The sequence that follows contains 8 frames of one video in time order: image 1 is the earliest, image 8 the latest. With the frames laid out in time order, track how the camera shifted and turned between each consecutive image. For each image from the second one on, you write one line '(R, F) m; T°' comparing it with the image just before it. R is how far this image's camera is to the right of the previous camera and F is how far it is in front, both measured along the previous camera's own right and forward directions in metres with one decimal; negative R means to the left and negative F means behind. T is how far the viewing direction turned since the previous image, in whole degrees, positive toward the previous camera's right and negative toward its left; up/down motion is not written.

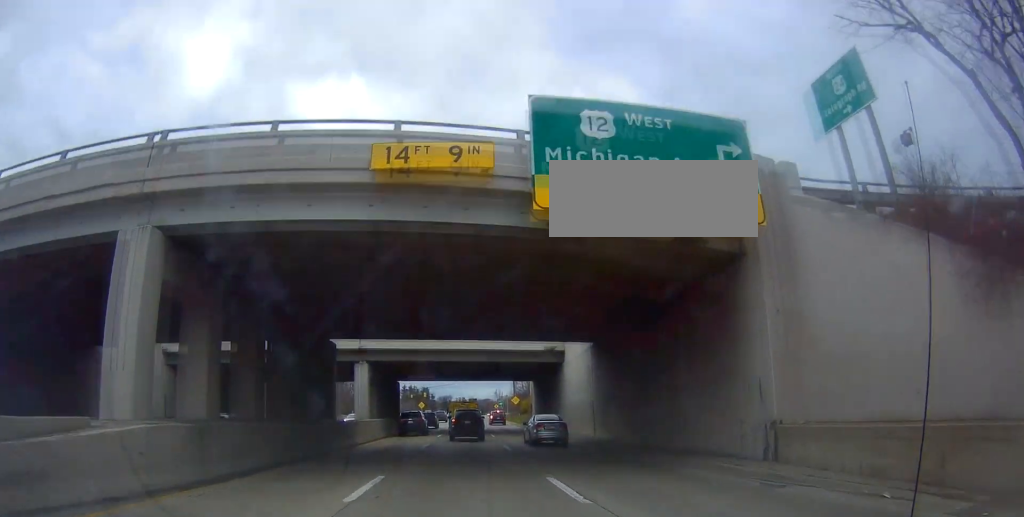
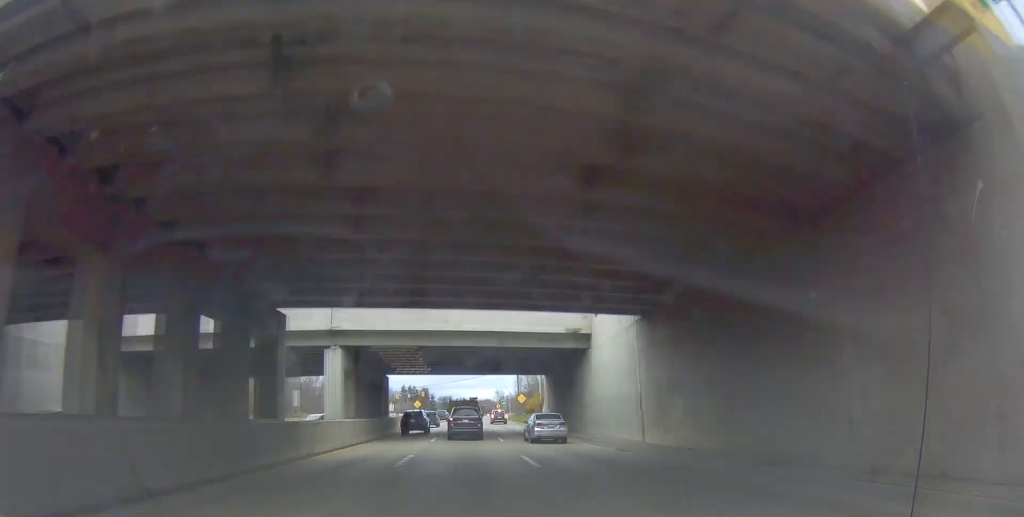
(+0.3, +9.5) m; 0°
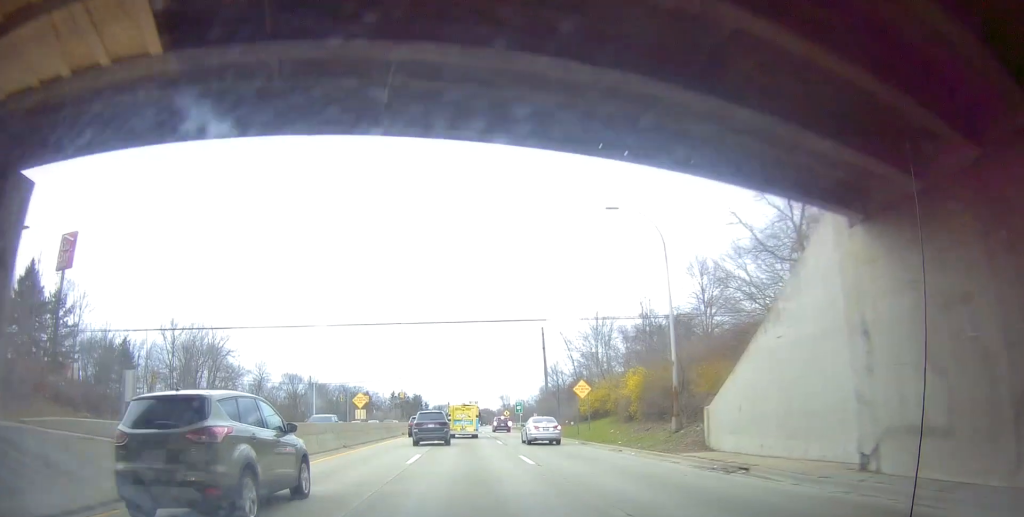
(-0.5, +46.8) m; +1°
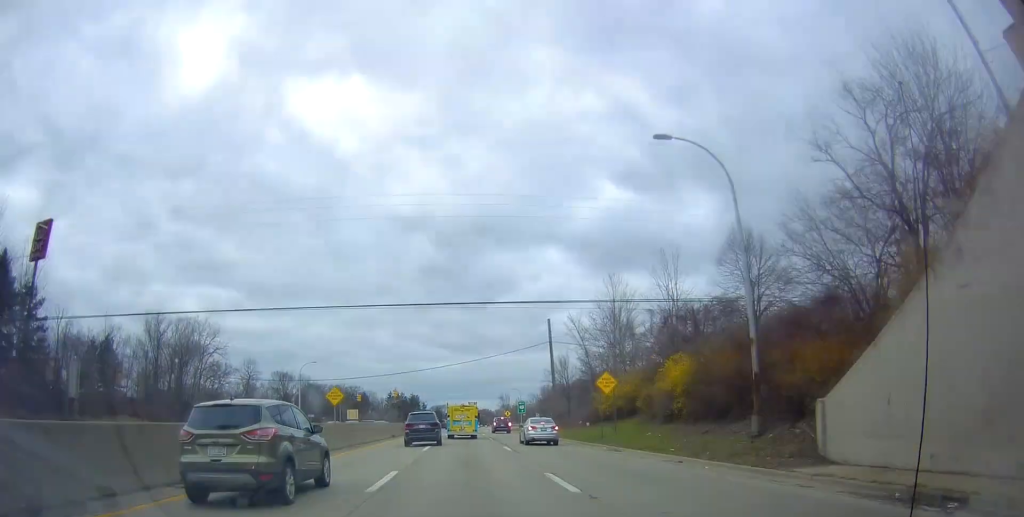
(+0.2, +7.8) m; -1°
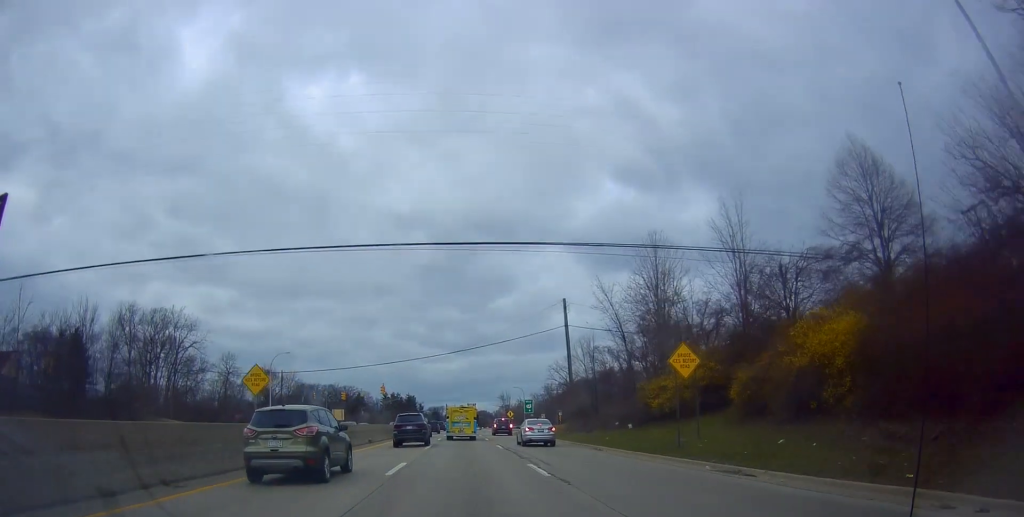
(-0.7, +13.3) m; -2°
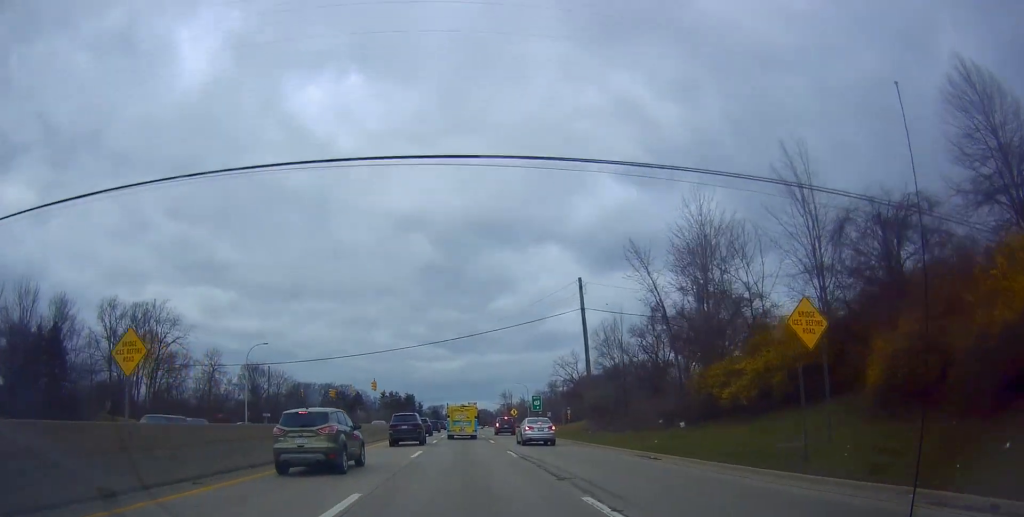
(0.0, +8.9) m; 0°
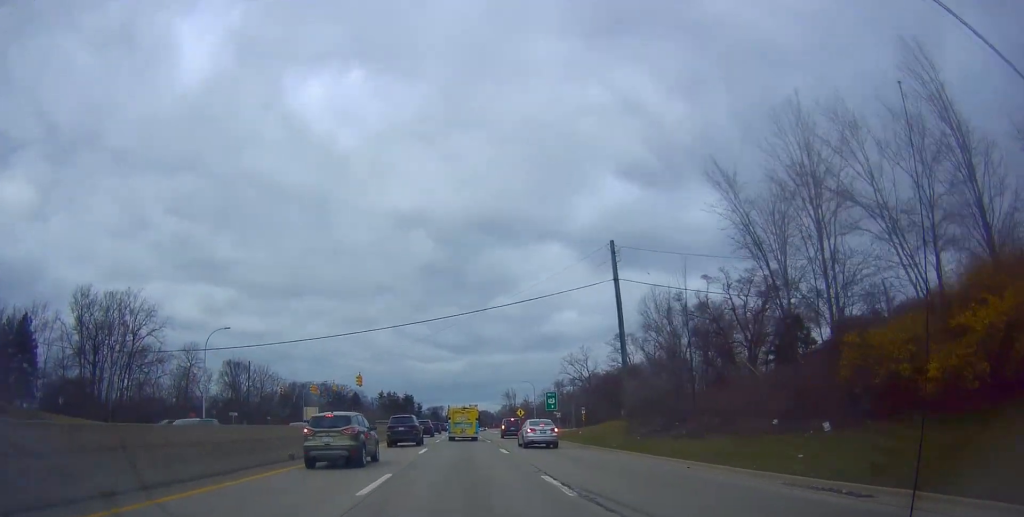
(+0.1, +11.8) m; +1°
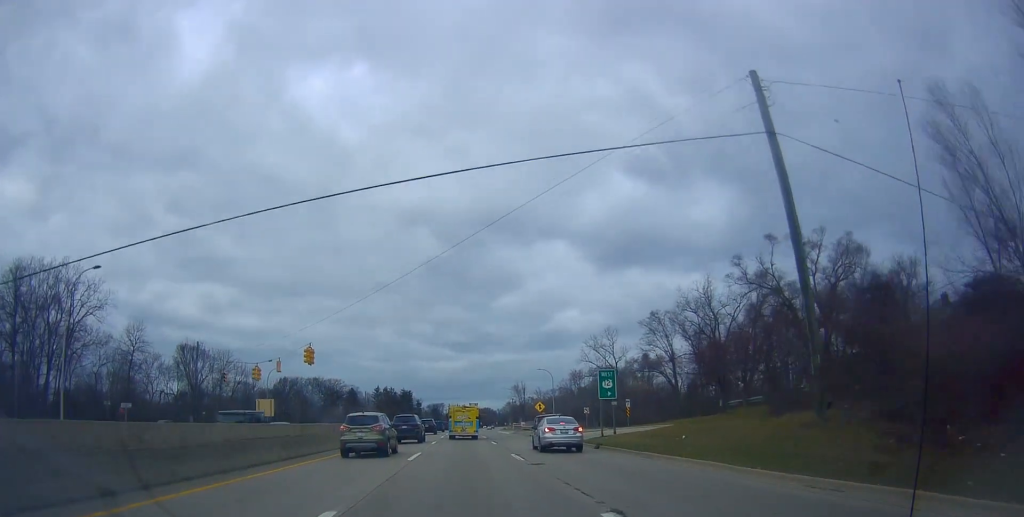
(+0.7, +22.1) m; +2°
